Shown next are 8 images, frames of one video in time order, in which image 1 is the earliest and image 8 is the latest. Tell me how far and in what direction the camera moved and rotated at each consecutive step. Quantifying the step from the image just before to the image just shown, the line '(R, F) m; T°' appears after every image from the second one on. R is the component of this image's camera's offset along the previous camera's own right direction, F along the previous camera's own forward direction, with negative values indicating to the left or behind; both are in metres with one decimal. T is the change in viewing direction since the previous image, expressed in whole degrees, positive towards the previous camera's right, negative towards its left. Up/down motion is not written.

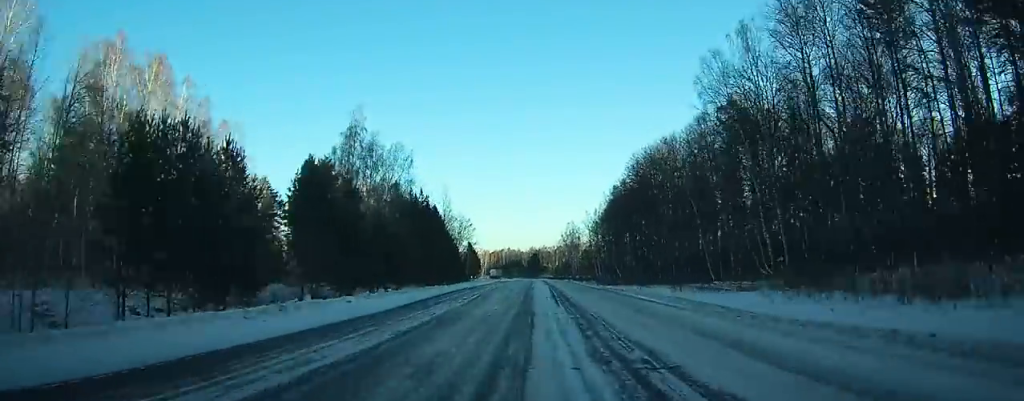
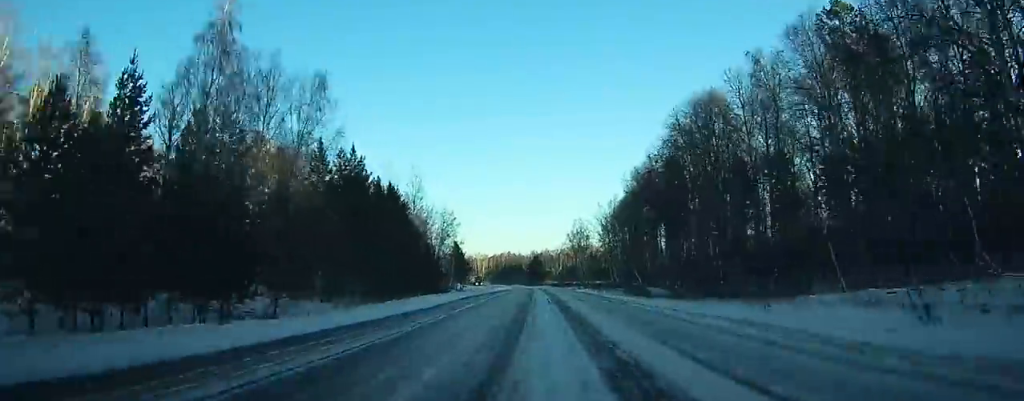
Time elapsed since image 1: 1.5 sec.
(-0.1, +33.6) m; 0°
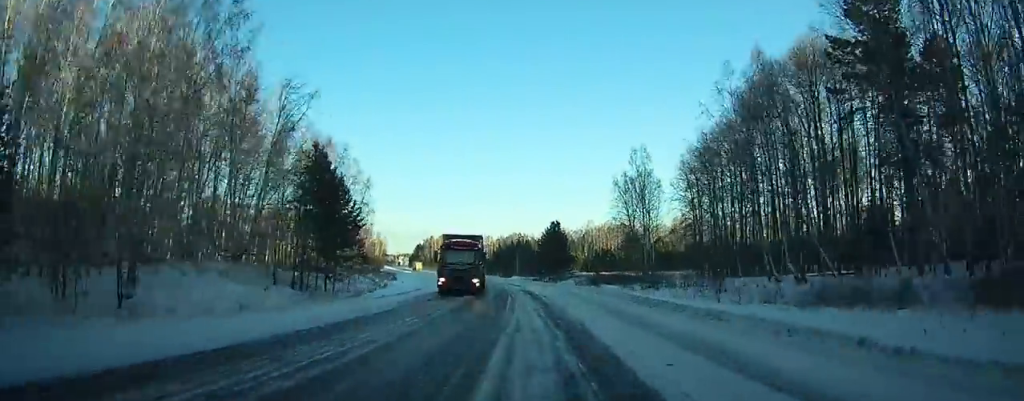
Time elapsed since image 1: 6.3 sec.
(-1.2, +101.0) m; -3°
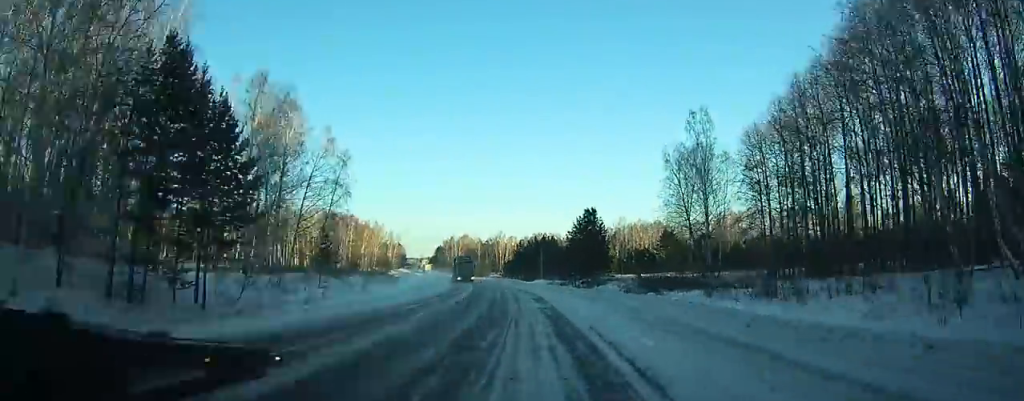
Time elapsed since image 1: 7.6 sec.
(-0.5, +25.4) m; -2°
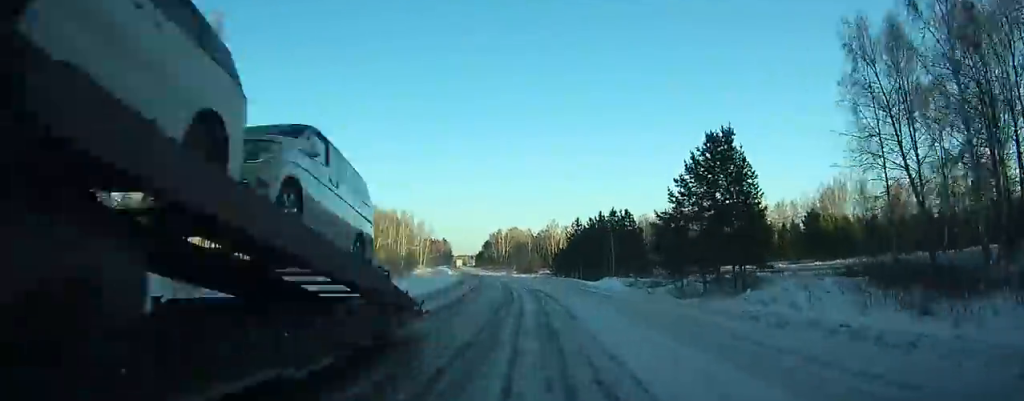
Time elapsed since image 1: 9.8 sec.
(-1.5, +43.8) m; -4°
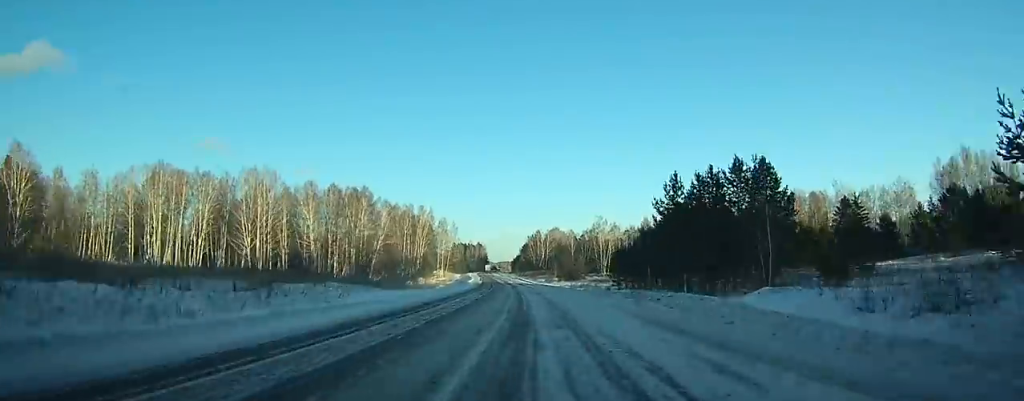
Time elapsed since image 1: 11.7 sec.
(-1.2, +38.7) m; -4°
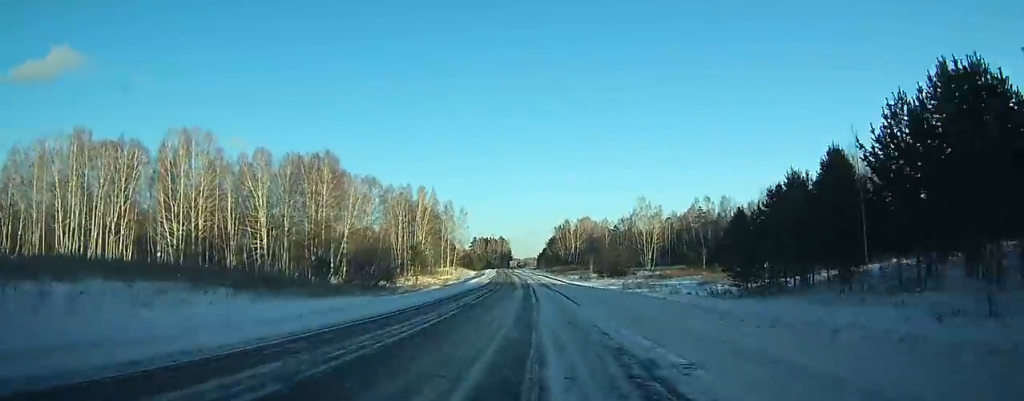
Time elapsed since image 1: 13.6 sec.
(-1.1, +38.2) m; -3°
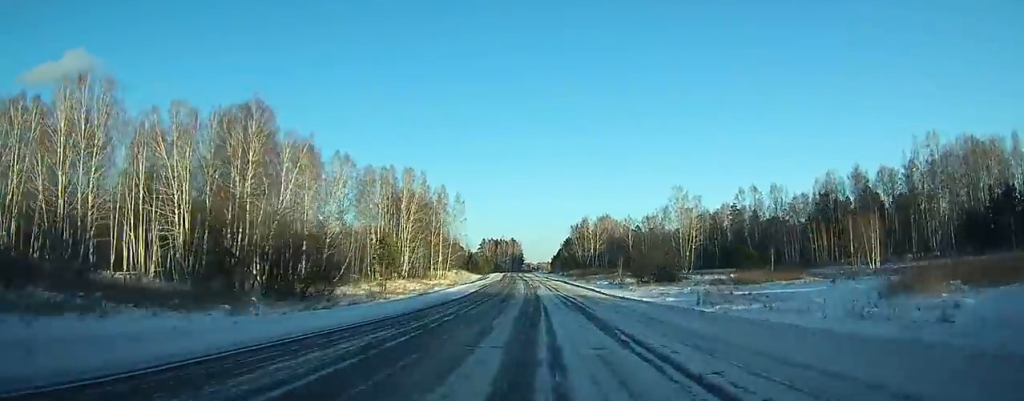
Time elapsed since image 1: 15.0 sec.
(-0.3, +29.2) m; -2°
